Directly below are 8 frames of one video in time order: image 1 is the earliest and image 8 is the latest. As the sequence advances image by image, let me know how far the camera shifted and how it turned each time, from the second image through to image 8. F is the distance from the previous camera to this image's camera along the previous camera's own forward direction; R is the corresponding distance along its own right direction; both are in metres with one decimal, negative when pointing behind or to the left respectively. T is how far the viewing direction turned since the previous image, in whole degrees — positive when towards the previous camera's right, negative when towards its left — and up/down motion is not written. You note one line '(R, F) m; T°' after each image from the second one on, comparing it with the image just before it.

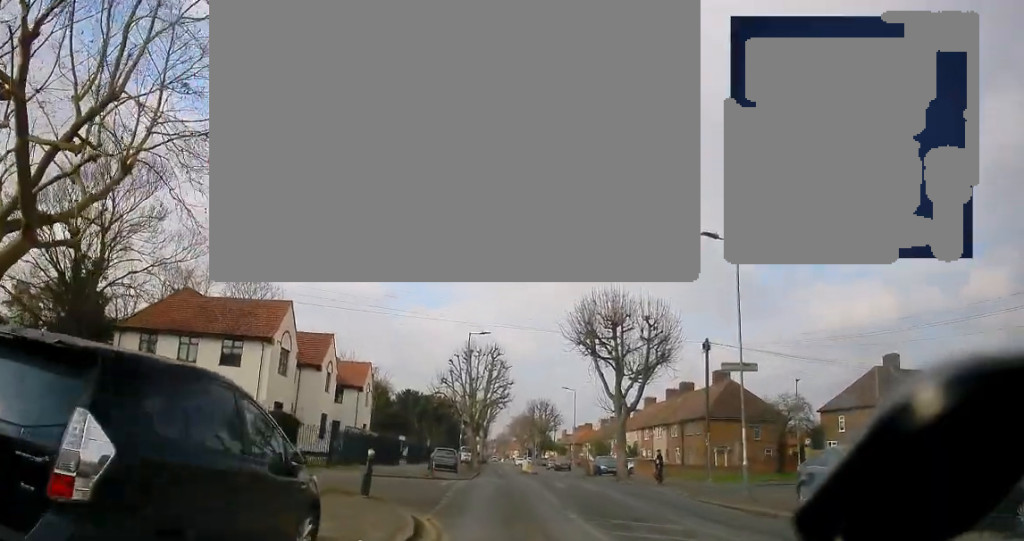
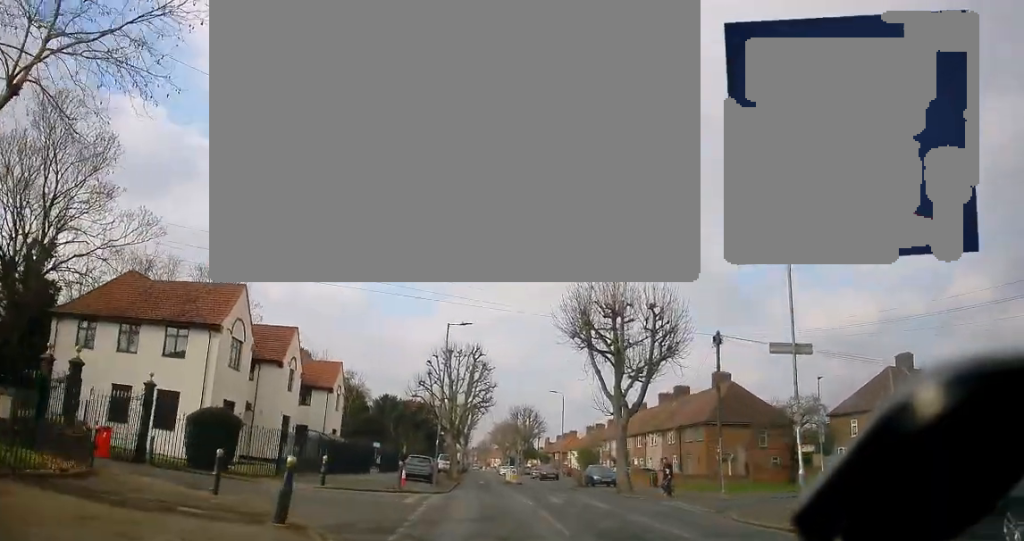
(+0.1, +4.7) m; +1°
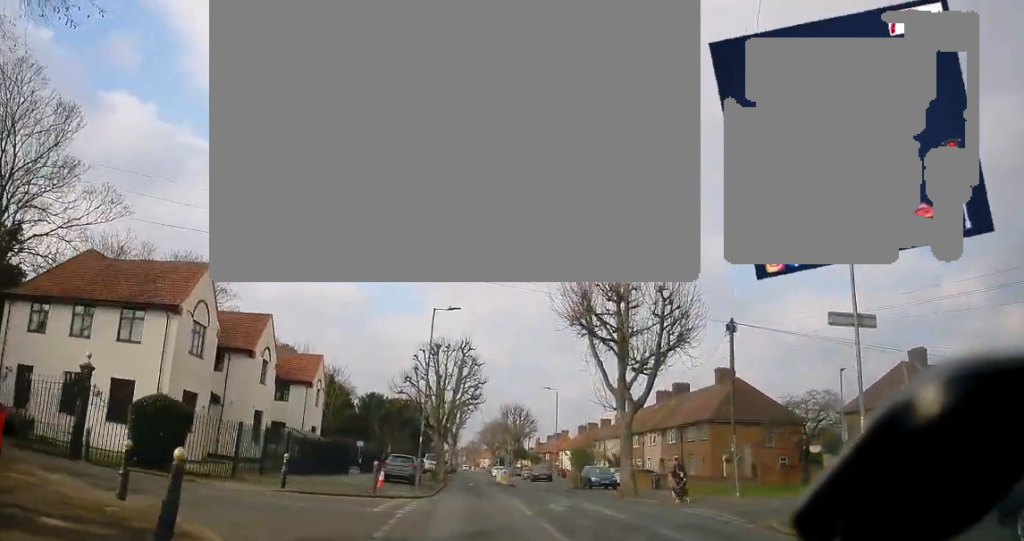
(0.0, +3.2) m; 0°
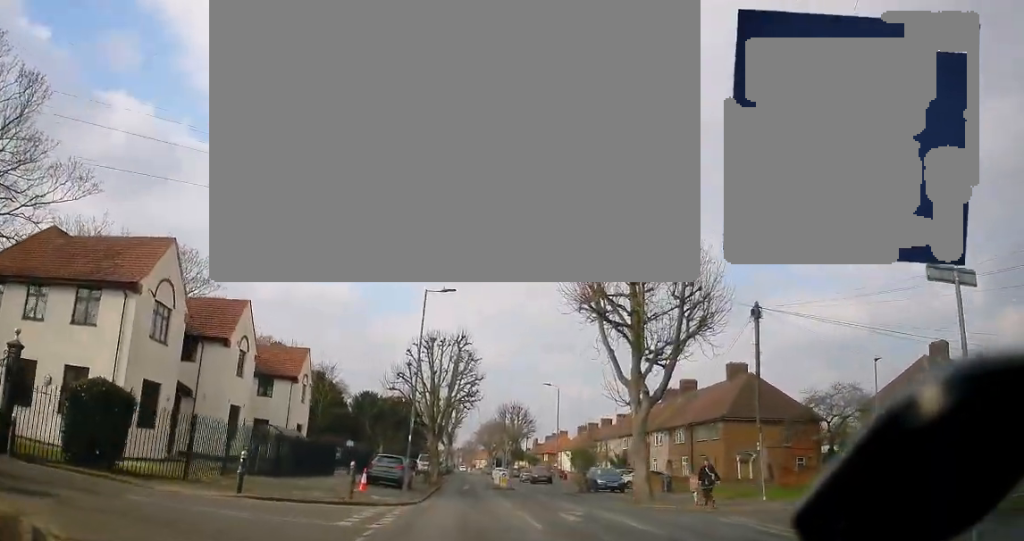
(0.0, +3.2) m; 0°
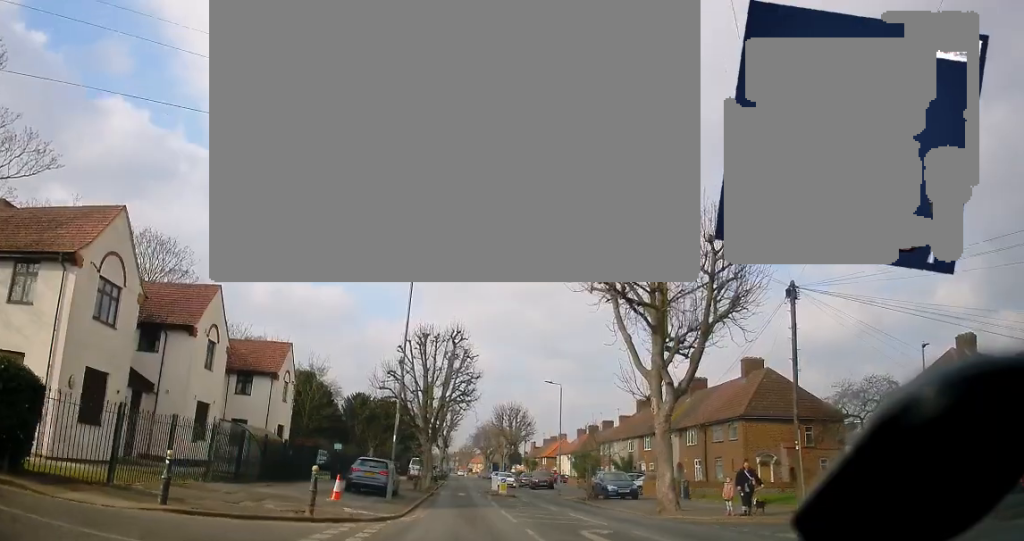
(0.0, +3.6) m; 0°
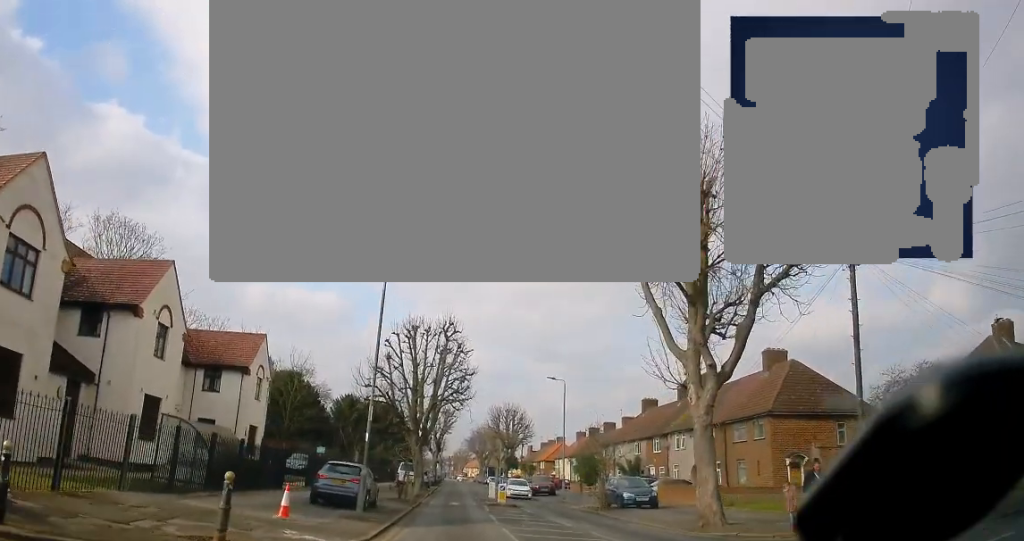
(0.0, +4.6) m; -1°
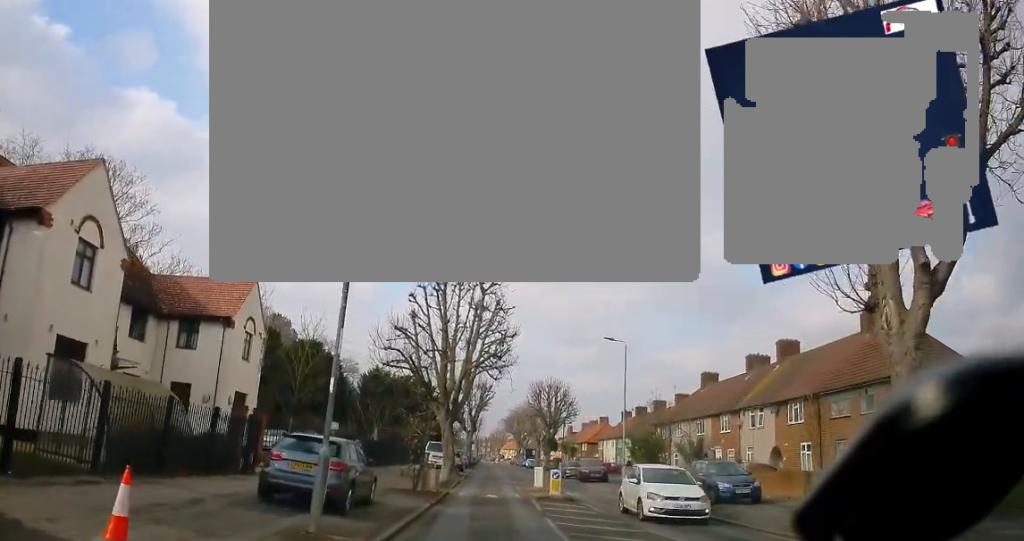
(-0.3, +8.4) m; -2°
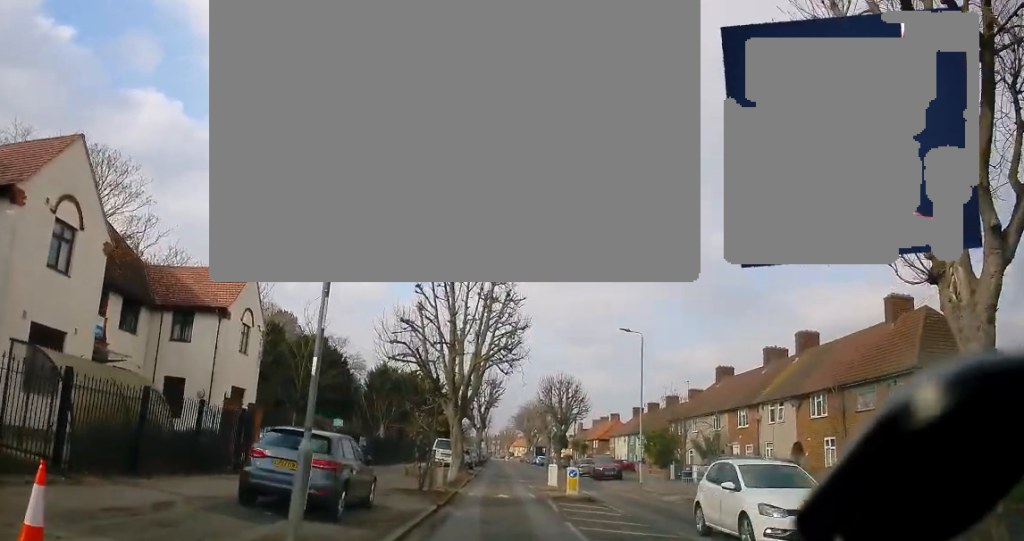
(0.0, +1.7) m; 0°
